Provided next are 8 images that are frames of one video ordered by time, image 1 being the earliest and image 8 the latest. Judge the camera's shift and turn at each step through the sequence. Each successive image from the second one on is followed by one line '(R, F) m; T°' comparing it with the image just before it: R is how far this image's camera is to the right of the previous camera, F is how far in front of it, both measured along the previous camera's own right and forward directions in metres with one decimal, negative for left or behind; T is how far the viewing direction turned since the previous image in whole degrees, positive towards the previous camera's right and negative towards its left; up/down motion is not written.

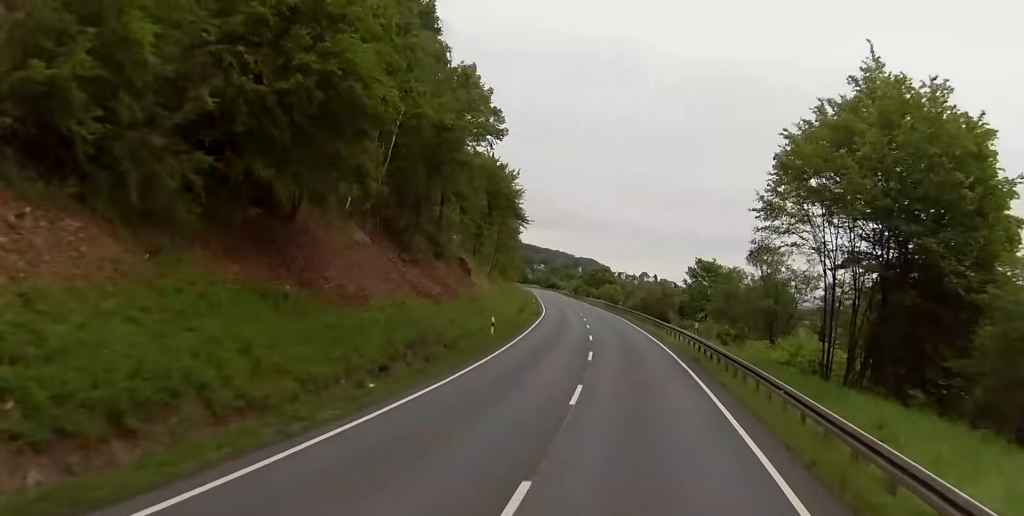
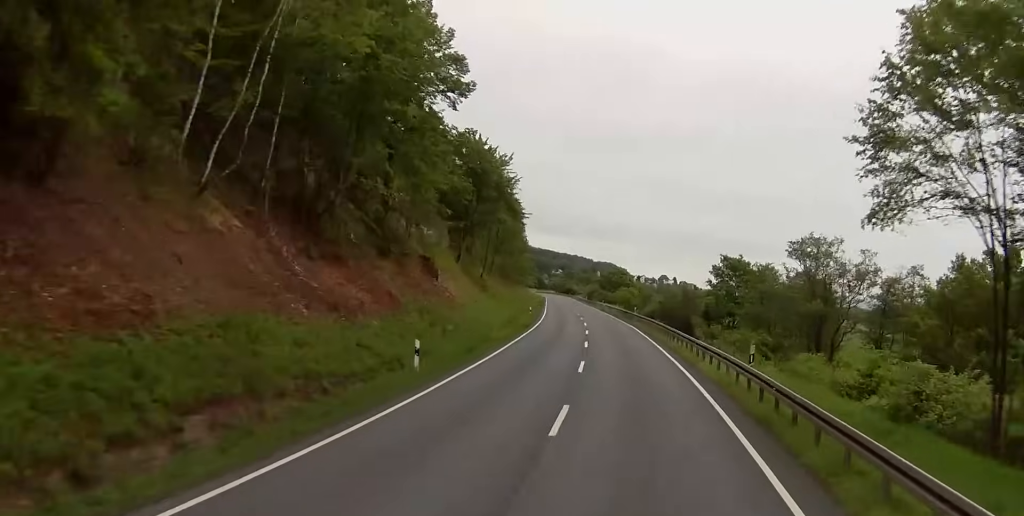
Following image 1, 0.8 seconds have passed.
(-0.3, +12.5) m; -2°
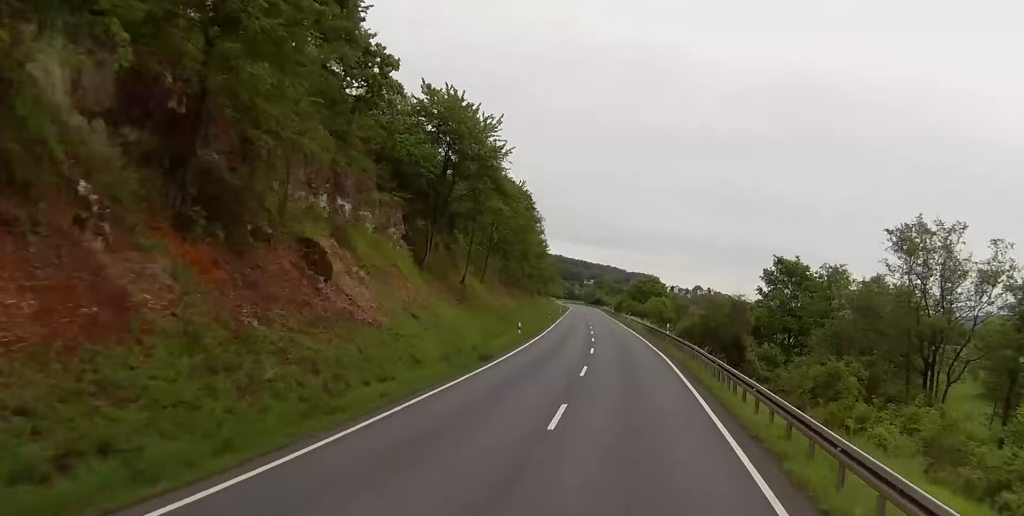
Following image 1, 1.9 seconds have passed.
(-0.4, +19.7) m; -1°
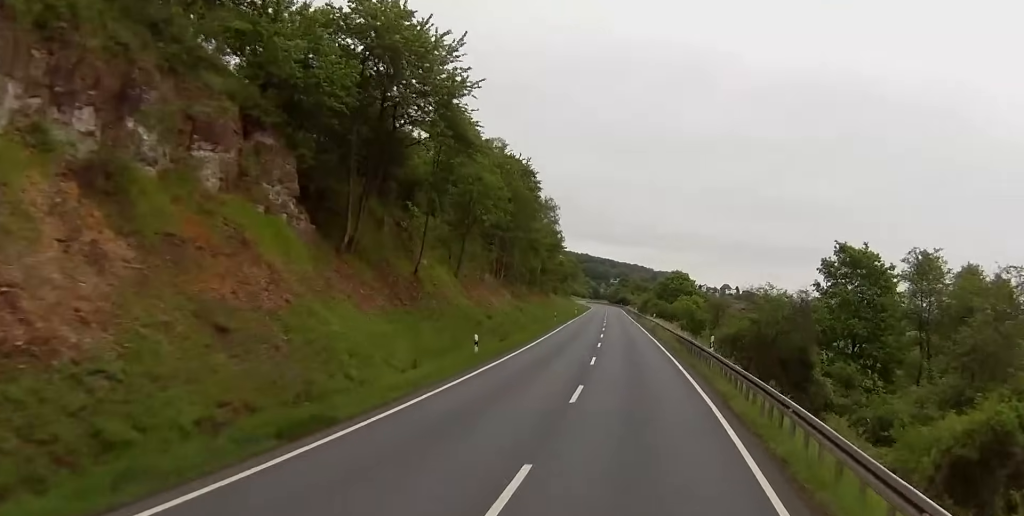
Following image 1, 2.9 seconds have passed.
(-0.1, +19.0) m; -1°
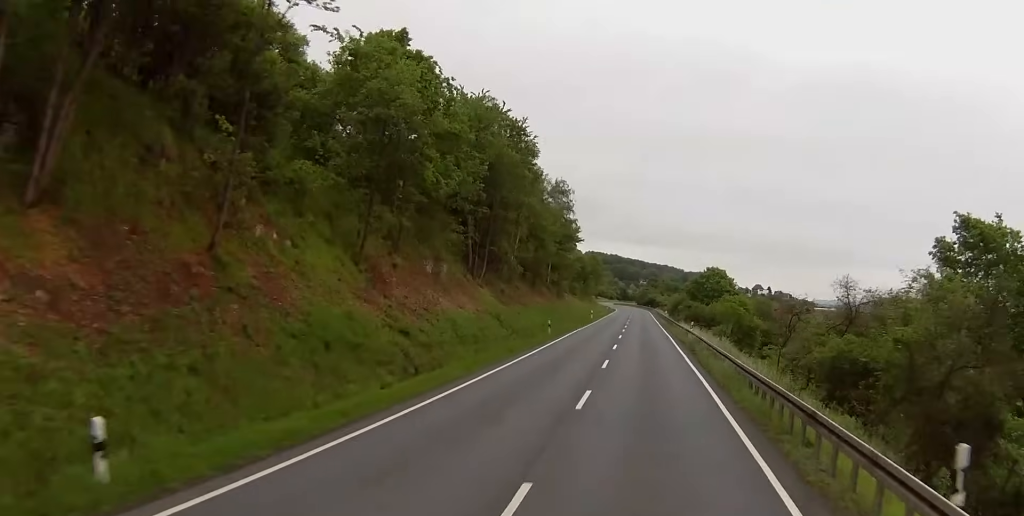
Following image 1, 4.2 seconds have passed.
(-0.3, +25.0) m; -2°
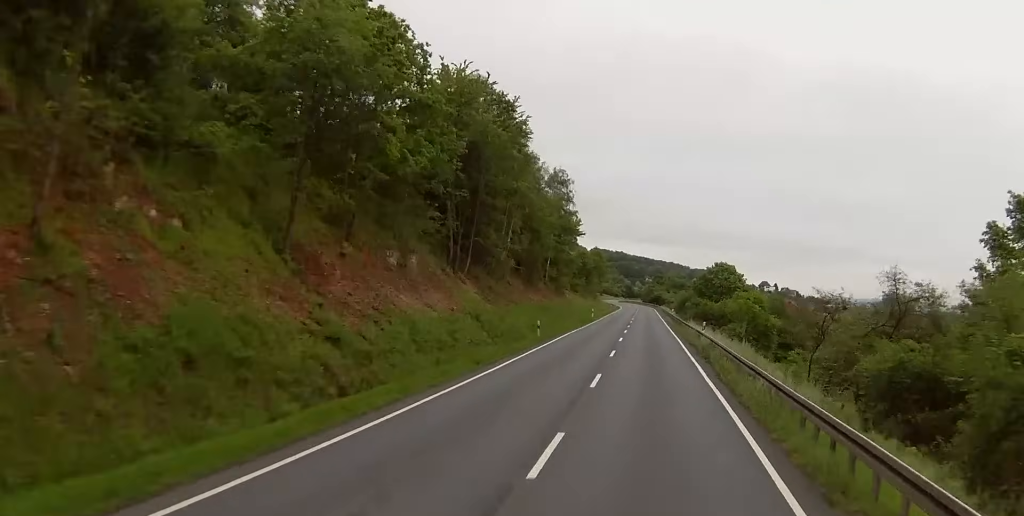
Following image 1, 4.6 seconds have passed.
(-0.2, +8.0) m; -1°
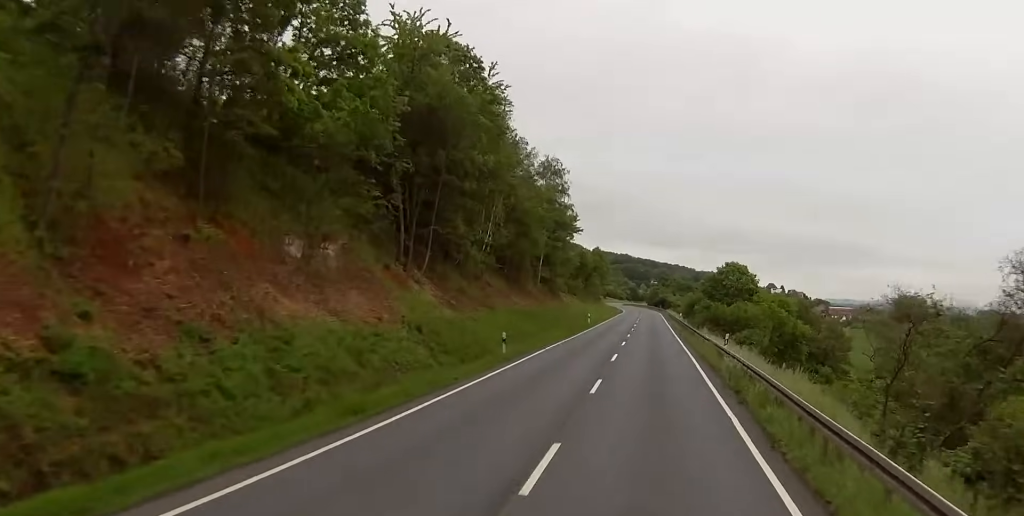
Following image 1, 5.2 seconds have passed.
(-0.2, +12.6) m; -1°
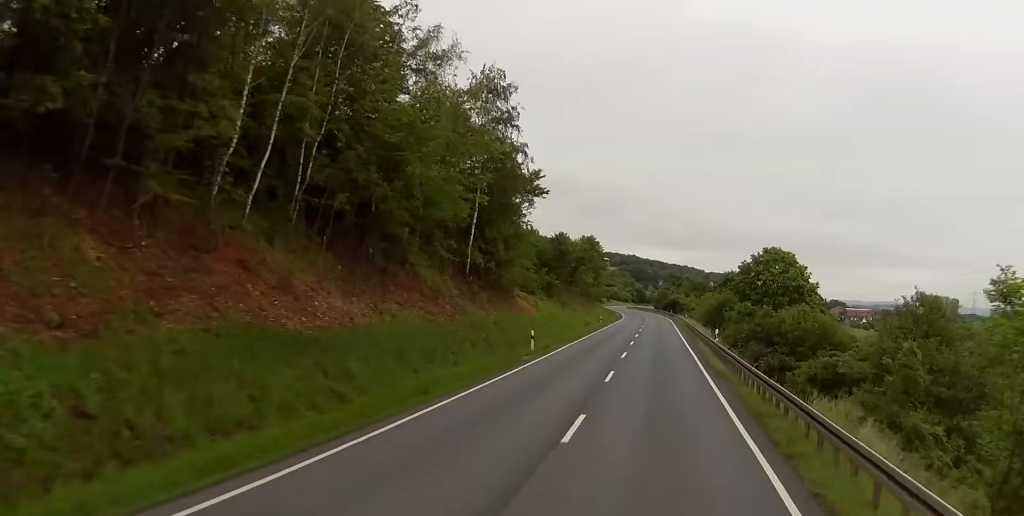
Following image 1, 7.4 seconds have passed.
(-0.1, +43.5) m; 0°
